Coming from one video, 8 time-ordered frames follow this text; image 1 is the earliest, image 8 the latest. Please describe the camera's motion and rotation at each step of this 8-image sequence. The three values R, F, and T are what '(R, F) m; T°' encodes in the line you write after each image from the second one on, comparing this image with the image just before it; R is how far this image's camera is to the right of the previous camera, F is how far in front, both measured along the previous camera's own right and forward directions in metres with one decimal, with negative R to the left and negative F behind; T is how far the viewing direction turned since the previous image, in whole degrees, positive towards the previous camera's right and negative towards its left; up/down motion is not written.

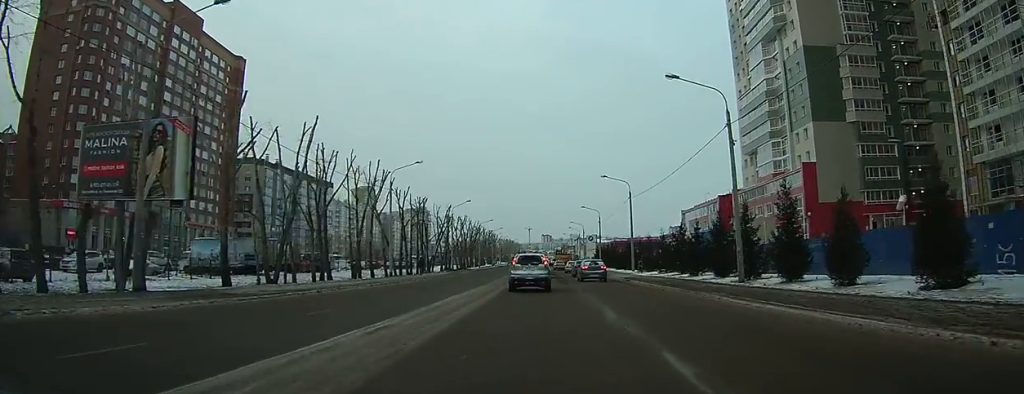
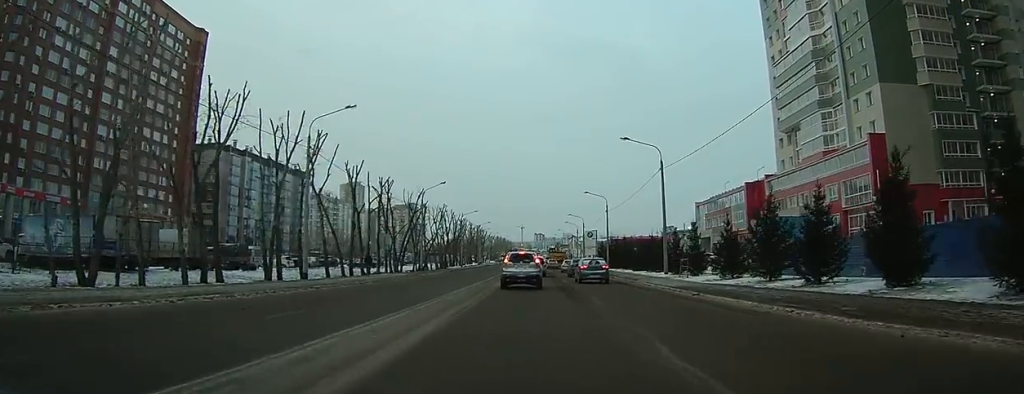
(+0.3, +20.9) m; +3°
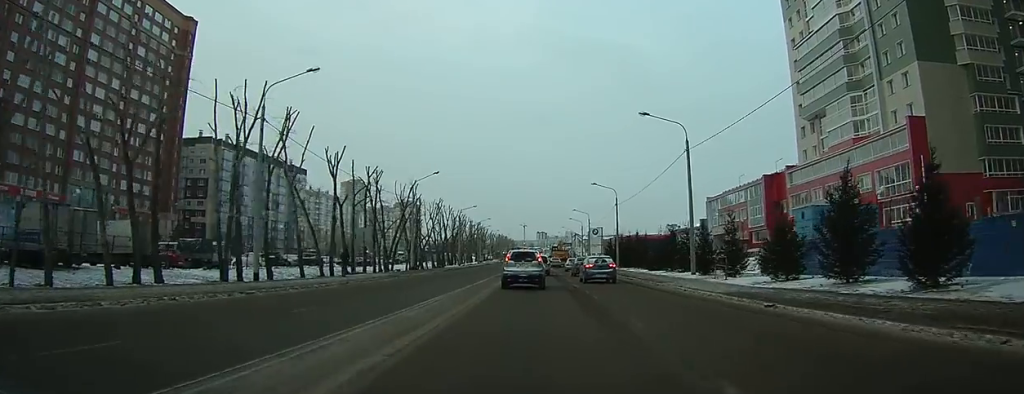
(+0.1, +7.5) m; 0°
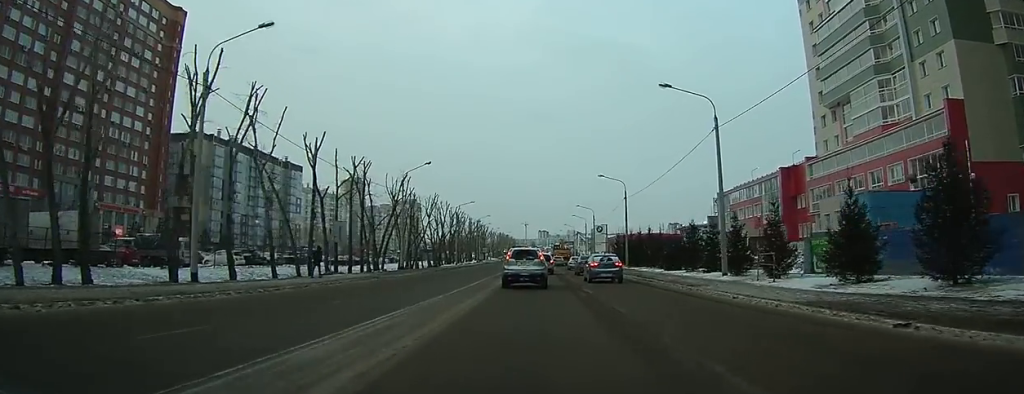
(-0.1, +6.2) m; -1°
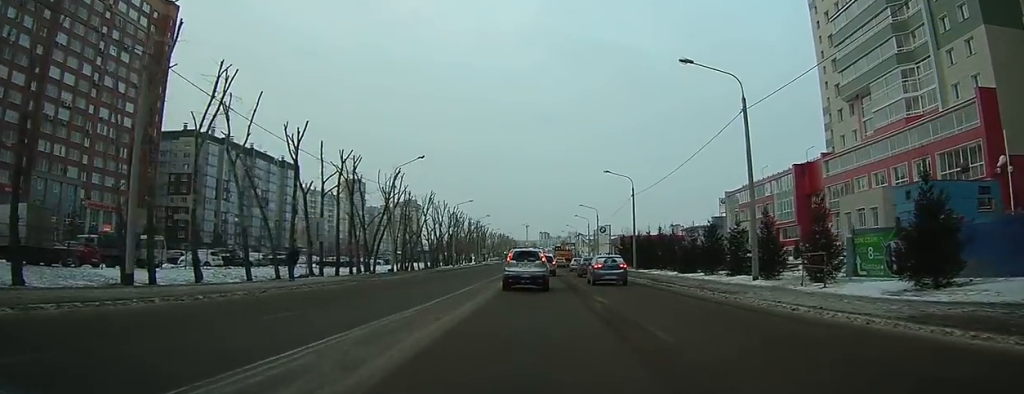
(0.0, +4.6) m; -1°
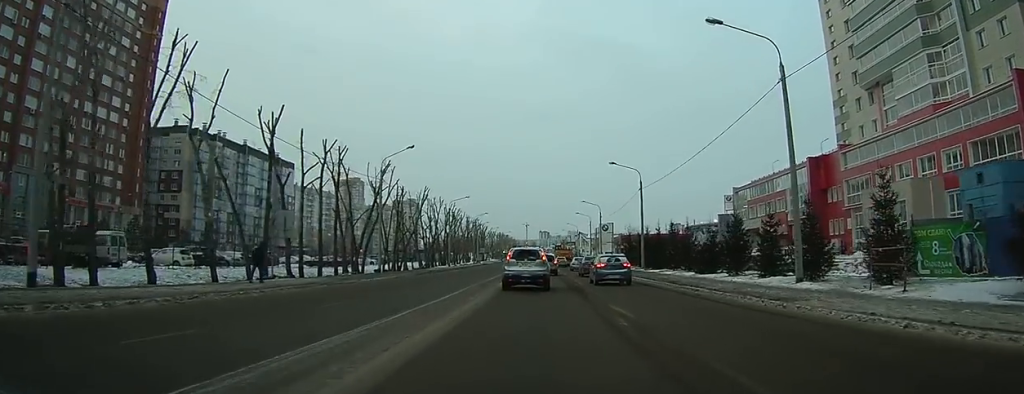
(-0.1, +4.8) m; 0°
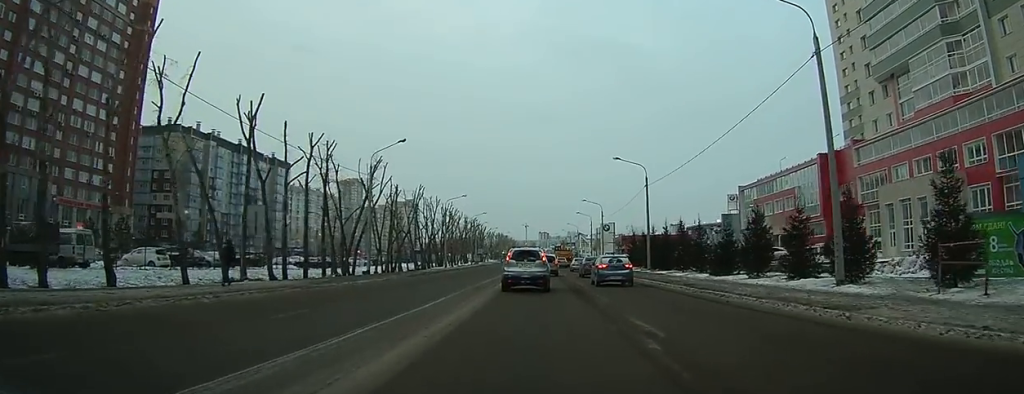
(0.0, +3.4) m; 0°
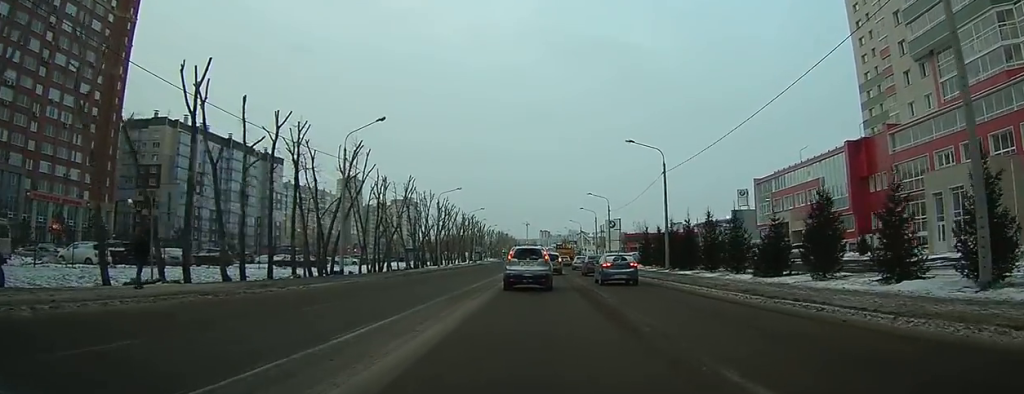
(+0.2, +7.6) m; +2°
